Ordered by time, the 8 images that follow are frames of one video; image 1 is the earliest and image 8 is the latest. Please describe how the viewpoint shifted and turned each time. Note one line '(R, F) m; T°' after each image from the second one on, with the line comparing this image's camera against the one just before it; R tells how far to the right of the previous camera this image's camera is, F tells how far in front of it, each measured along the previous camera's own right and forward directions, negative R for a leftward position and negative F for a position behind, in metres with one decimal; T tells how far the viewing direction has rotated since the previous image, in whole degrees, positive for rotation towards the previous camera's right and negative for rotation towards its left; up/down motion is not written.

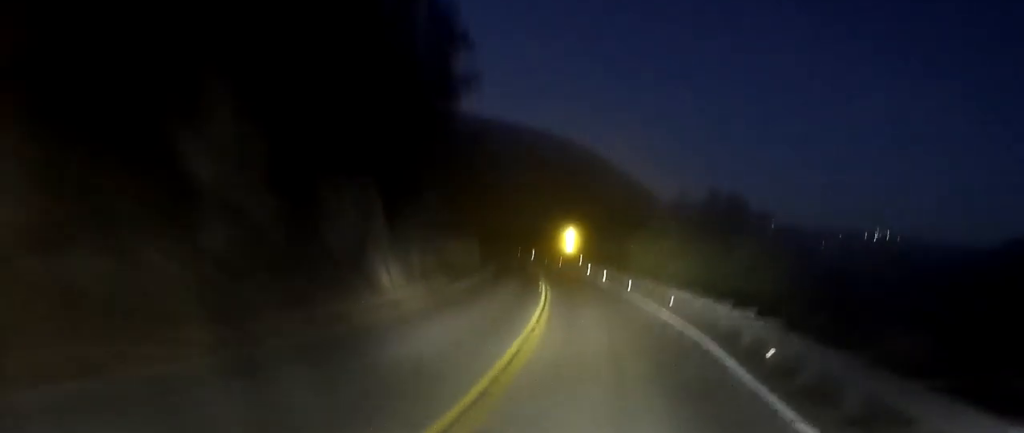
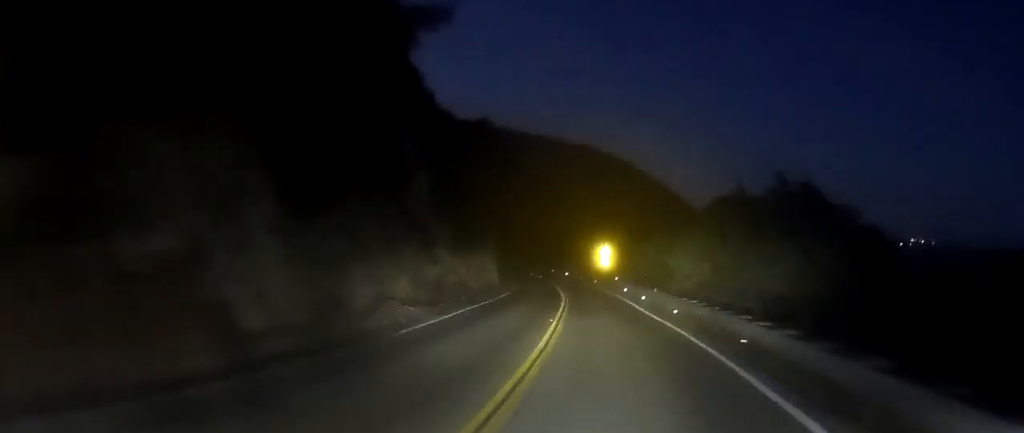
(-0.2, +8.5) m; -2°
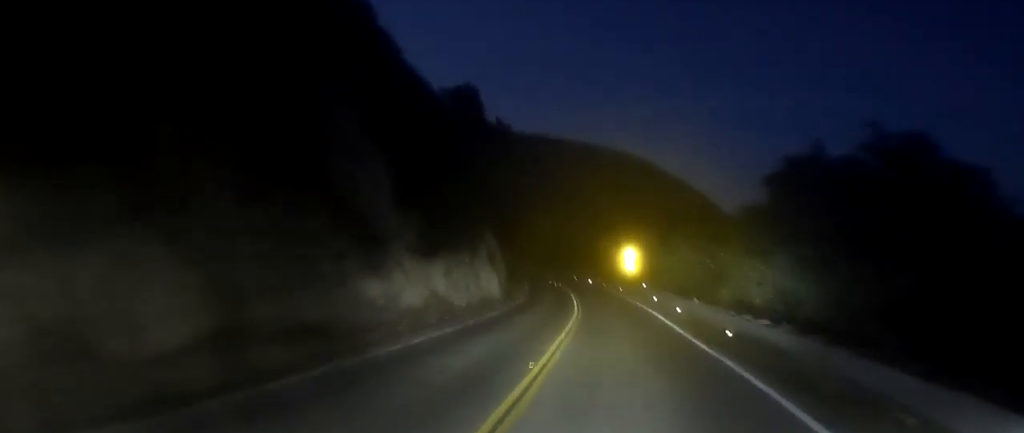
(0.0, +8.6) m; -1°
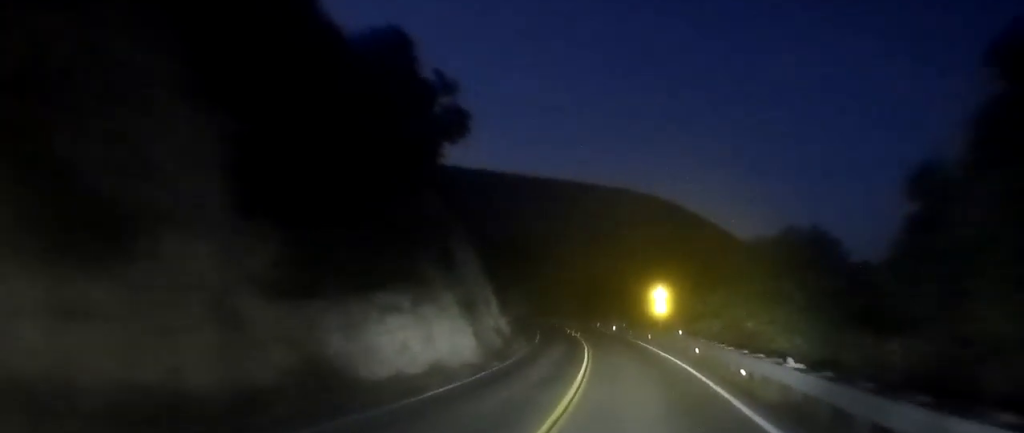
(-0.2, +11.4) m; -3°
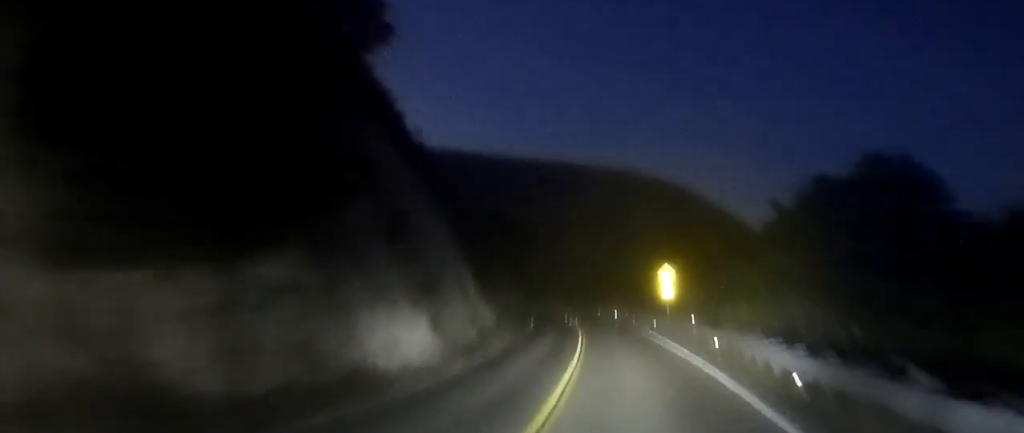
(0.0, +5.9) m; -1°
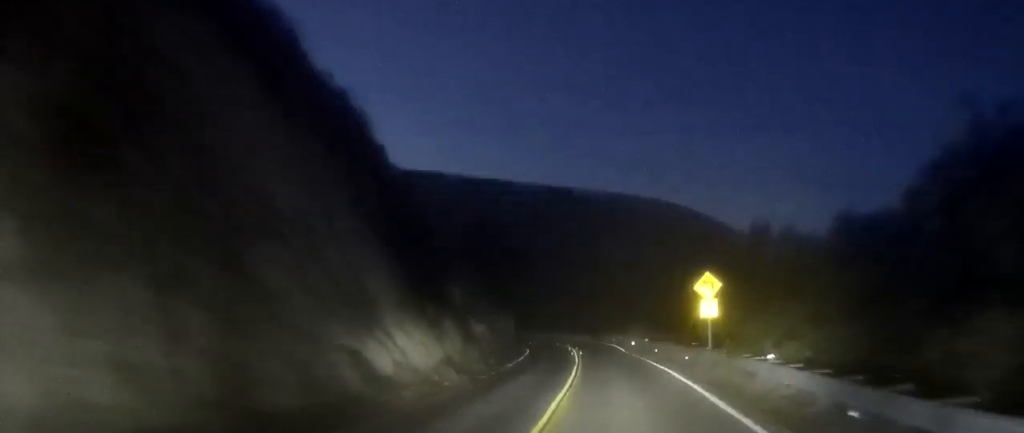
(-0.5, +13.8) m; 0°
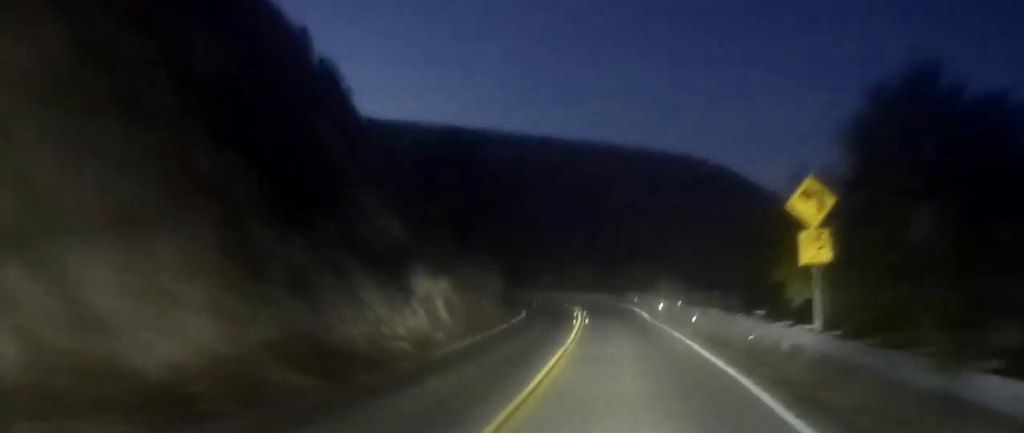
(+0.4, +13.3) m; +3°
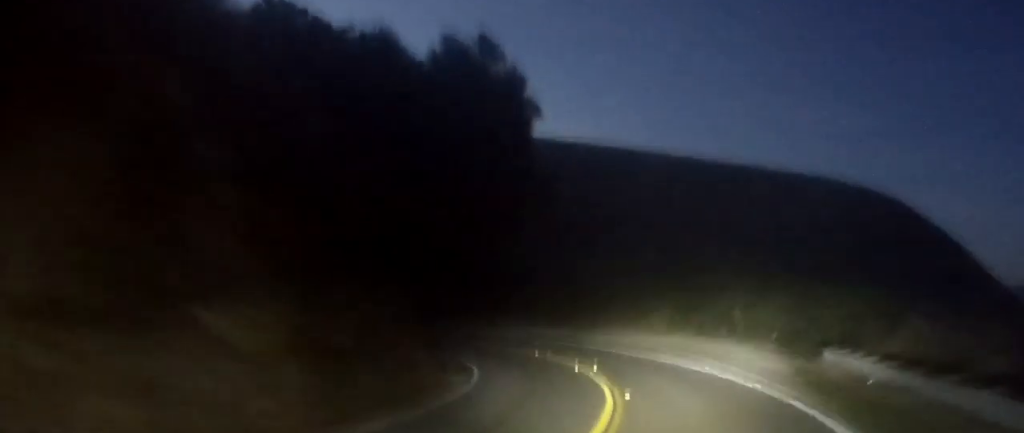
(-1.5, +38.1) m; -14°
